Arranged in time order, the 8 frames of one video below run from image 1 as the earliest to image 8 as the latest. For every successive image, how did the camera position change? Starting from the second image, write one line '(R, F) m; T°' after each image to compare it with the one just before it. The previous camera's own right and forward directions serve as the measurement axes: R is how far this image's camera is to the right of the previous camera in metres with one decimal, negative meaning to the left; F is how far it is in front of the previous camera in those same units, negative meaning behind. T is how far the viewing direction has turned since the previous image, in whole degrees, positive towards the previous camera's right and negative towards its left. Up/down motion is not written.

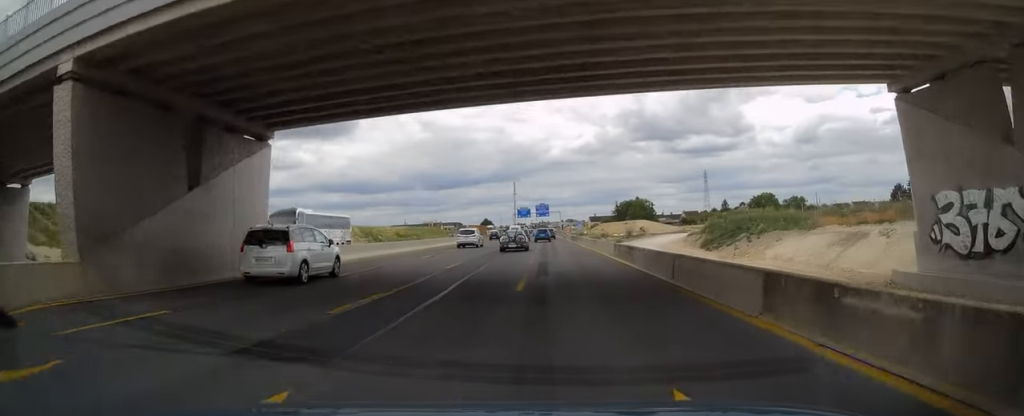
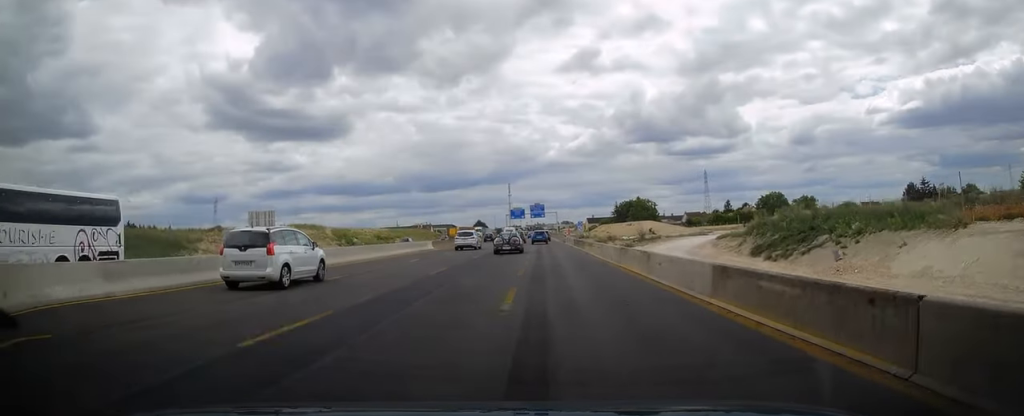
(0.0, +15.8) m; 0°
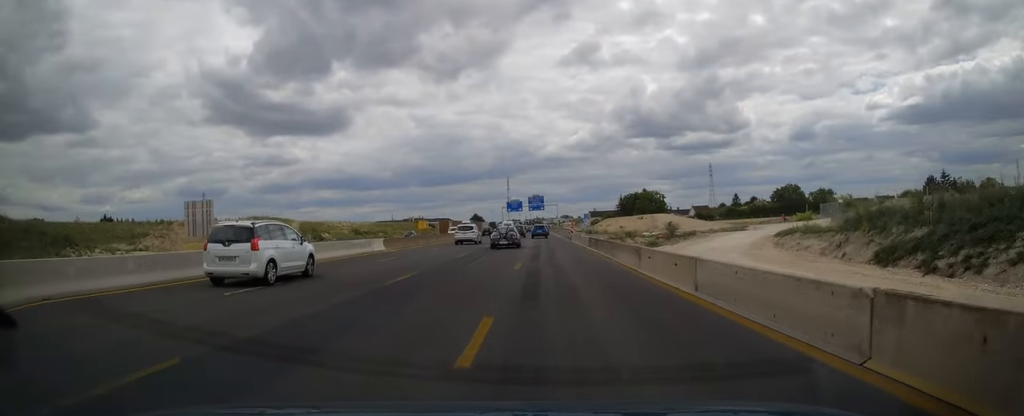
(0.0, +17.5) m; 0°
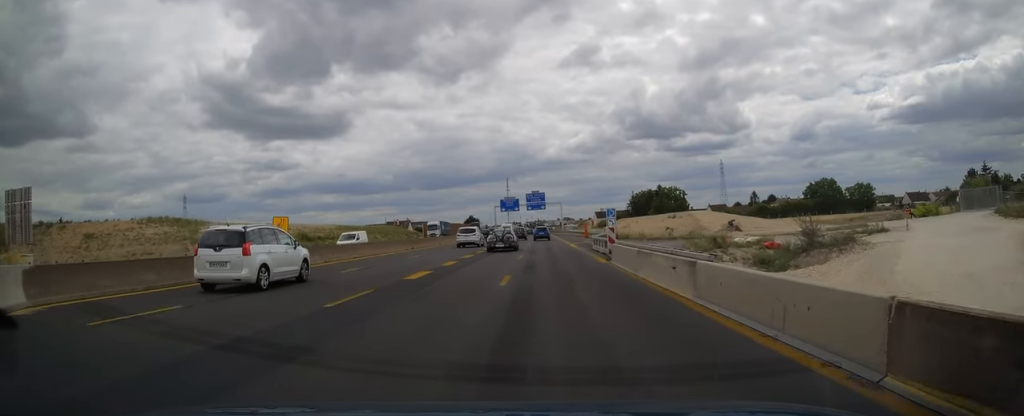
(+0.1, +30.7) m; 0°
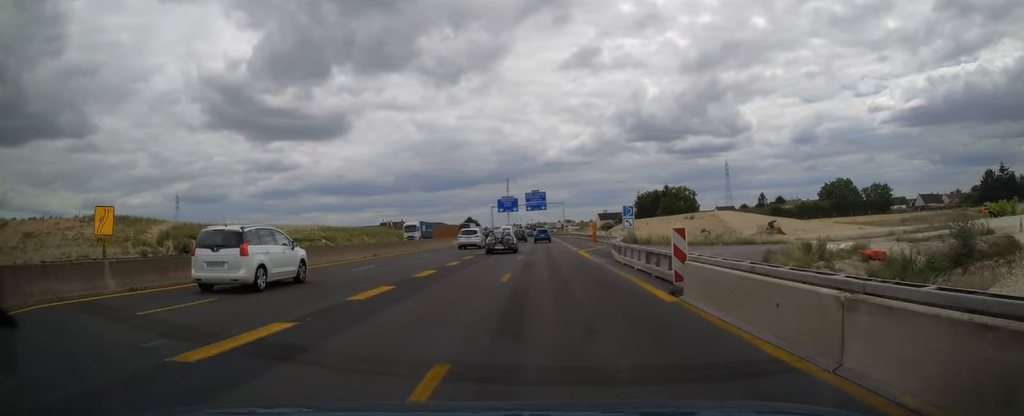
(0.0, +11.5) m; 0°
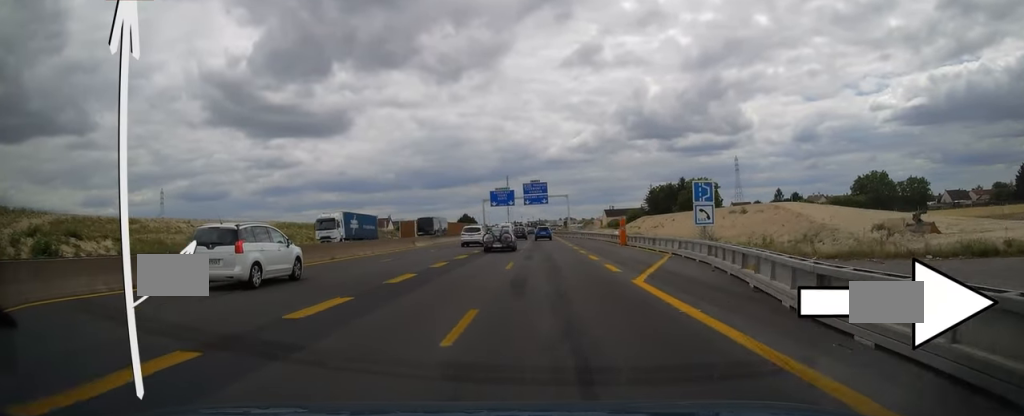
(0.0, +22.0) m; 0°
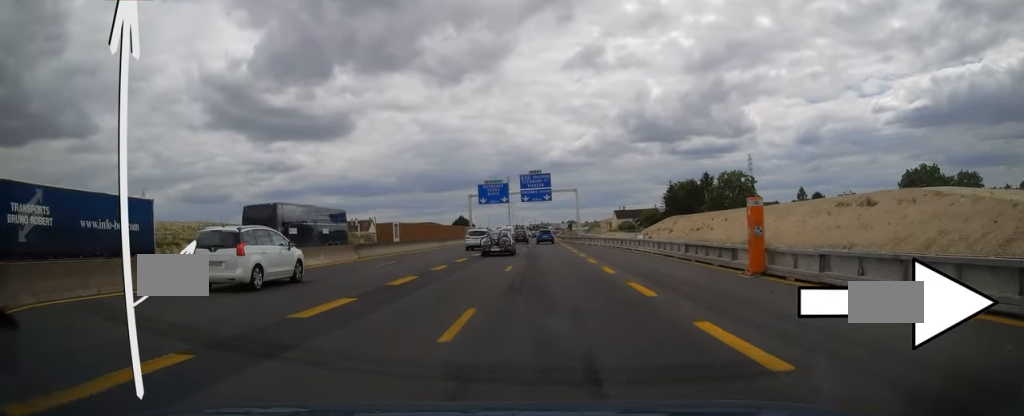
(-0.1, +25.3) m; 0°
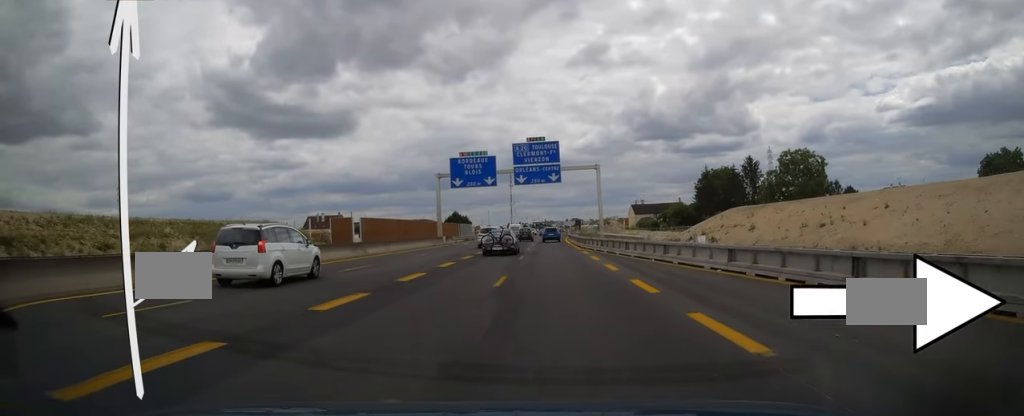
(-0.1, +31.5) m; 0°
